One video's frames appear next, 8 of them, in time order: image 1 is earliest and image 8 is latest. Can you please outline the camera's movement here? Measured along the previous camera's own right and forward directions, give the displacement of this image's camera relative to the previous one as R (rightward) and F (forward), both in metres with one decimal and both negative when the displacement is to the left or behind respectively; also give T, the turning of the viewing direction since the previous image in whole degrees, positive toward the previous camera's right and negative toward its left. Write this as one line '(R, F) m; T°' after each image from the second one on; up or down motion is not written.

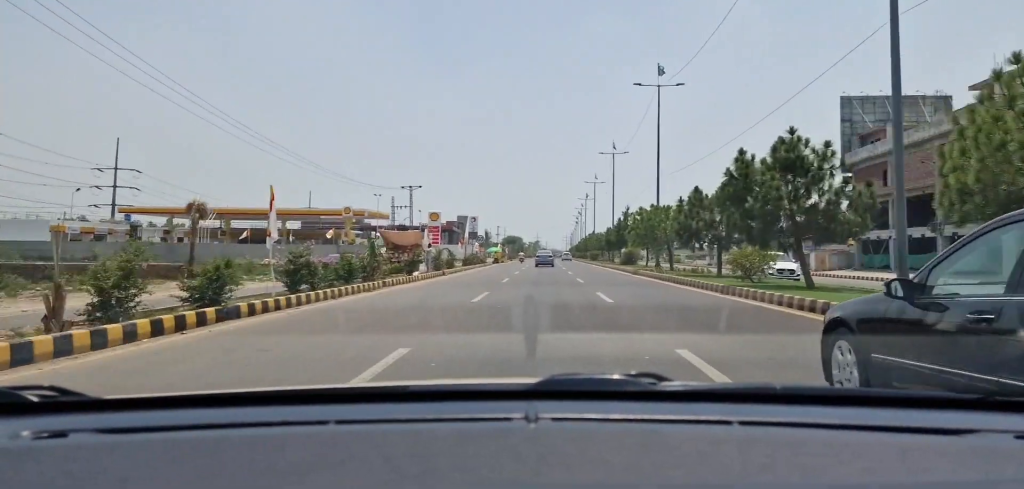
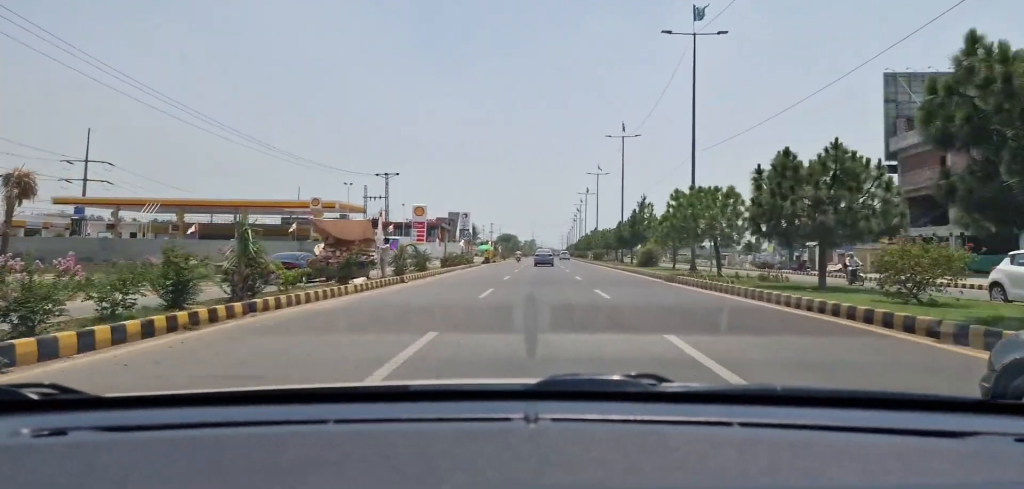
(+0.2, +10.6) m; +1°
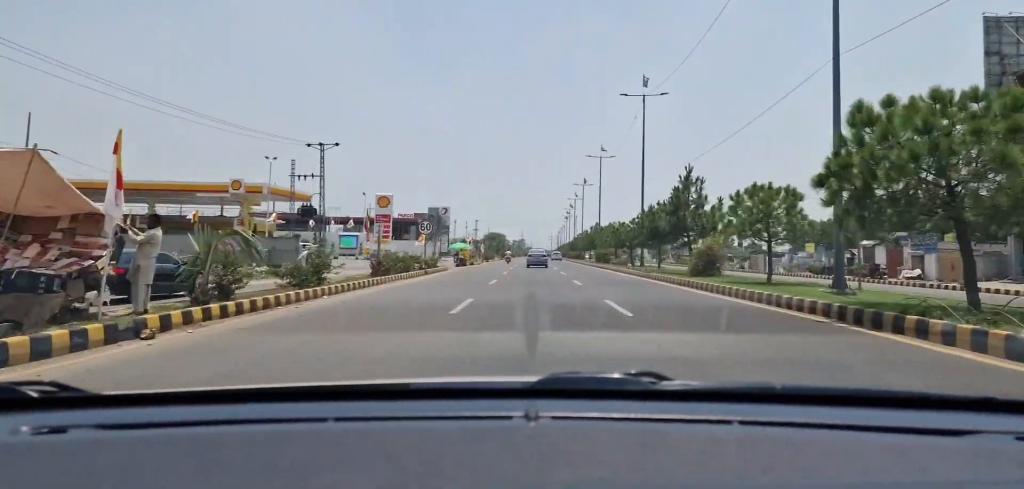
(+0.3, +17.1) m; +2°
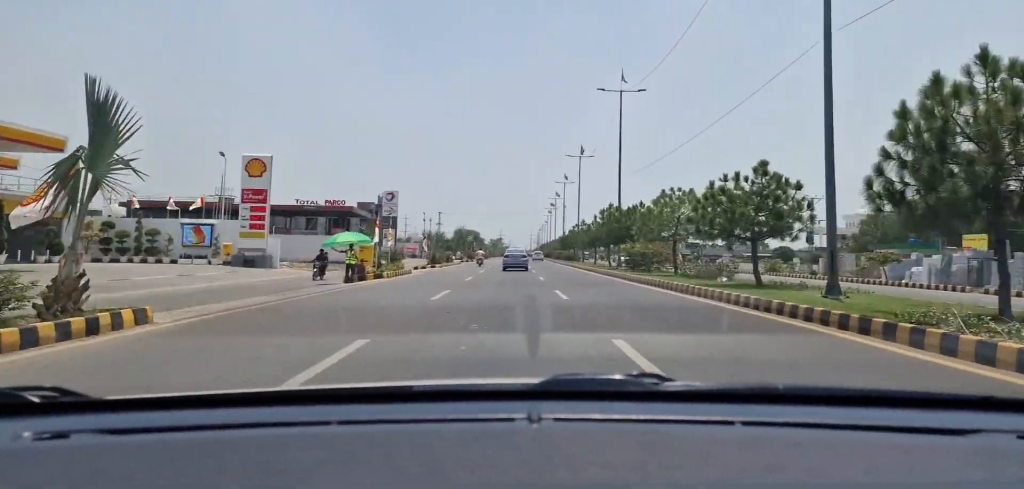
(+0.5, +32.6) m; +2°
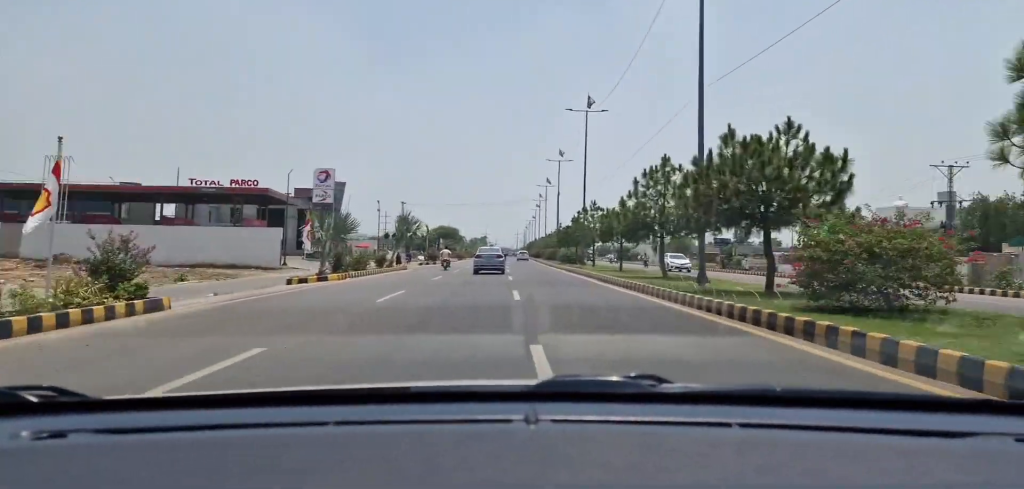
(+0.2, +24.5) m; +1°
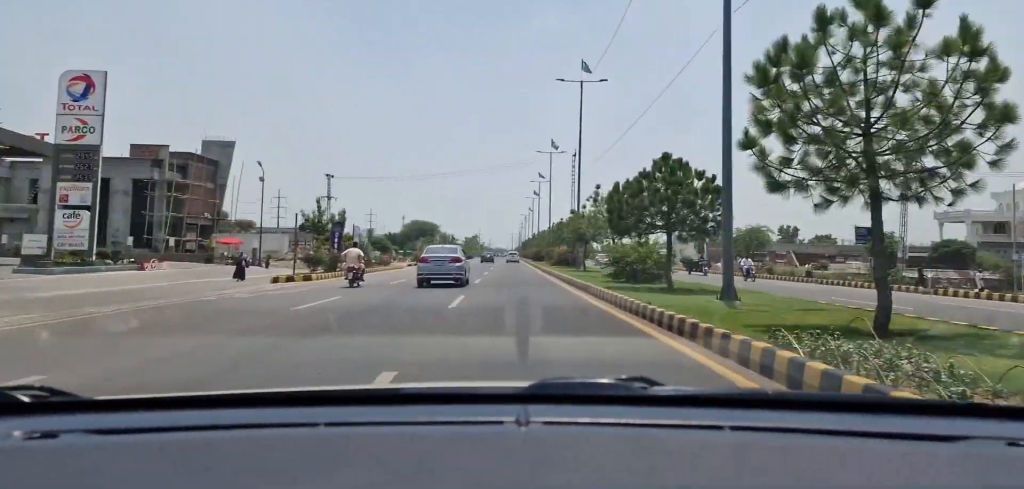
(+0.3, +38.1) m; -1°
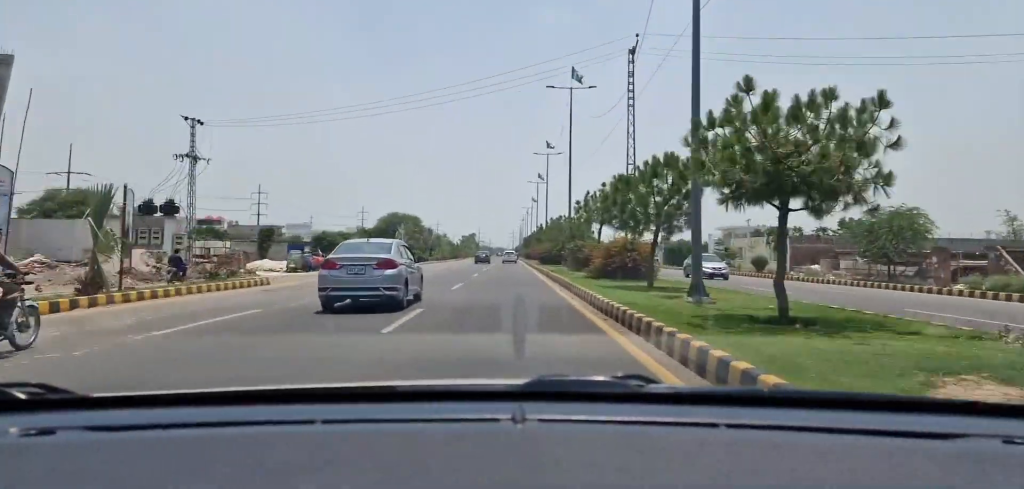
(-0.5, +29.0) m; -1°
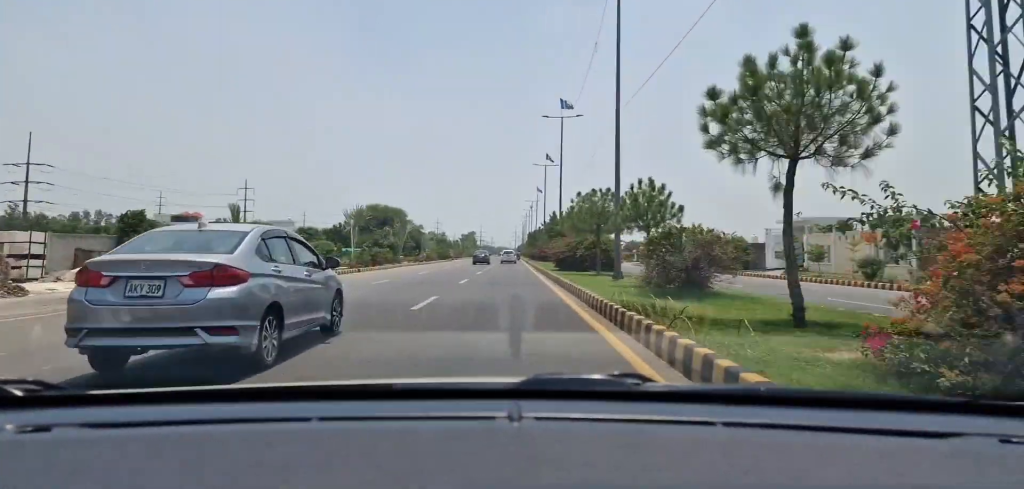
(0.0, +20.4) m; +1°
